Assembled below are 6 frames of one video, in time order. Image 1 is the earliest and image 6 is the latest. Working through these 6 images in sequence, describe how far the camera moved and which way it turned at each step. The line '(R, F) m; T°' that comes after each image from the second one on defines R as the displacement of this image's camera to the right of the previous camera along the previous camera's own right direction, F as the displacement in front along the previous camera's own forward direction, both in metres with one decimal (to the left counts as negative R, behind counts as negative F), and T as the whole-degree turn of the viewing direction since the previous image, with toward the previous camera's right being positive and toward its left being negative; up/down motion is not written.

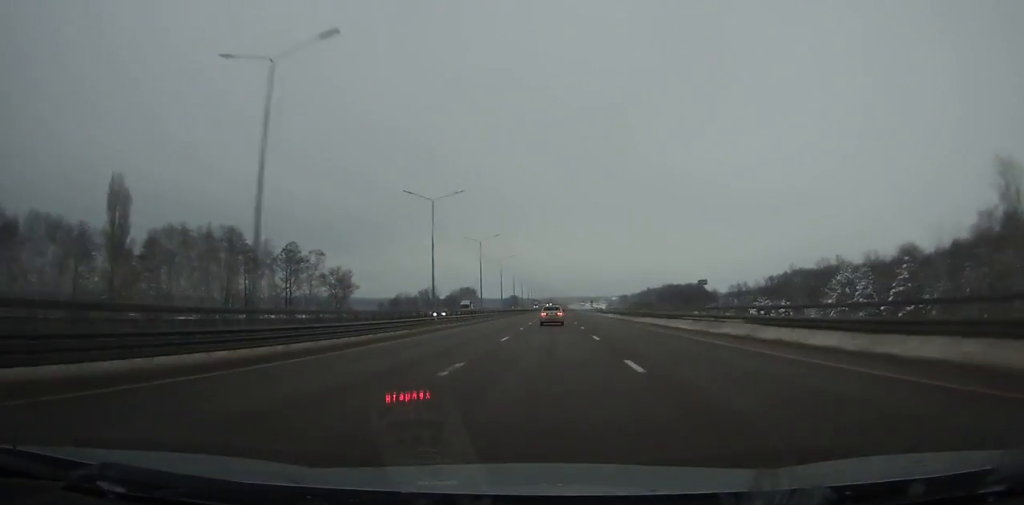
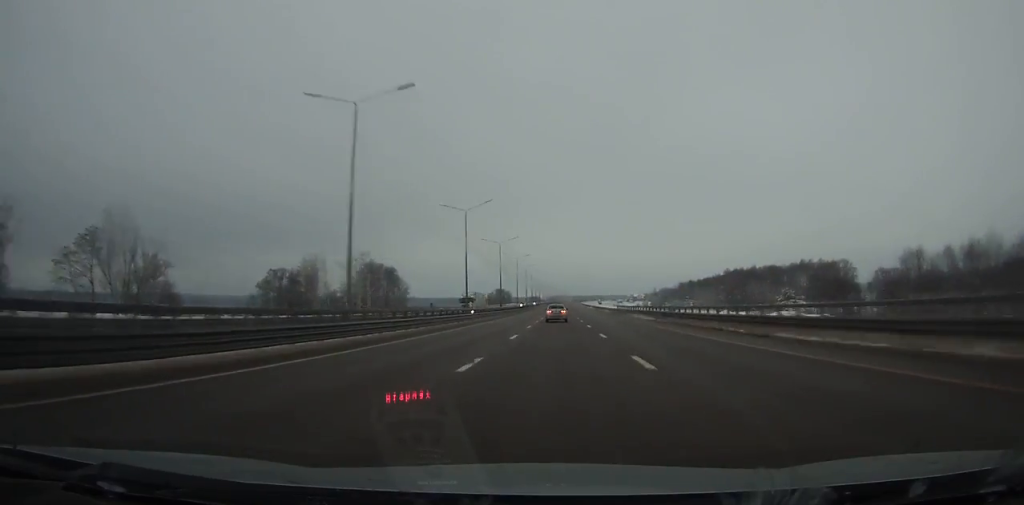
(-1.0, +195.8) m; 0°
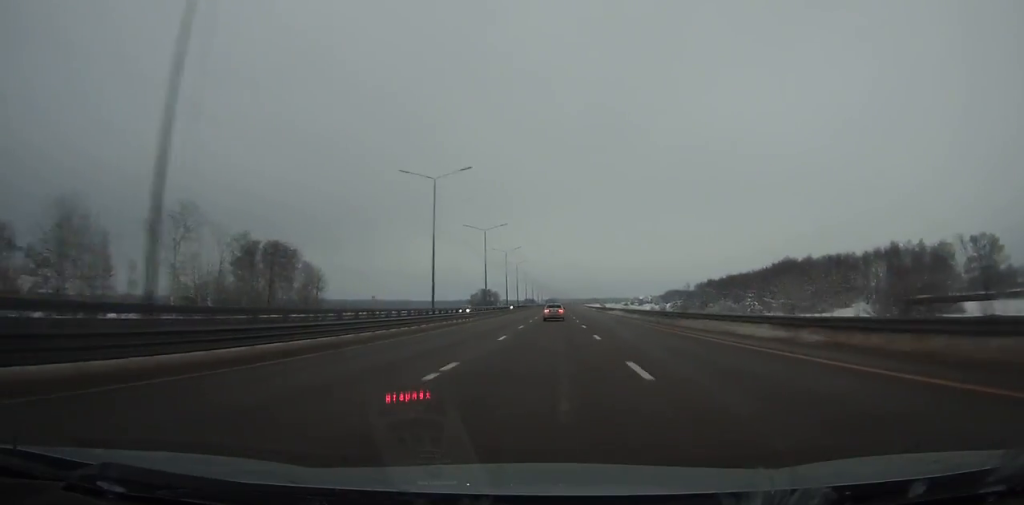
(+0.1, +69.8) m; 0°
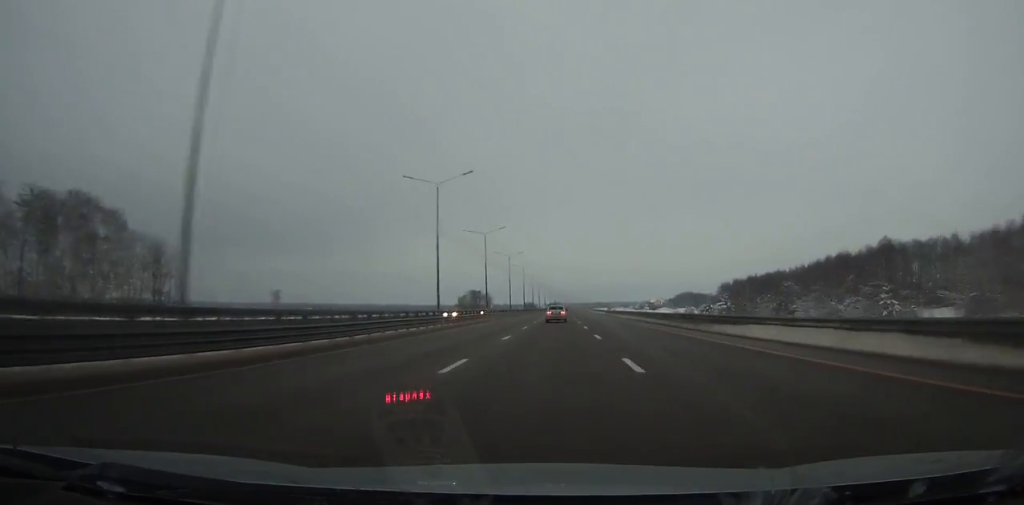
(+0.1, +57.8) m; 0°
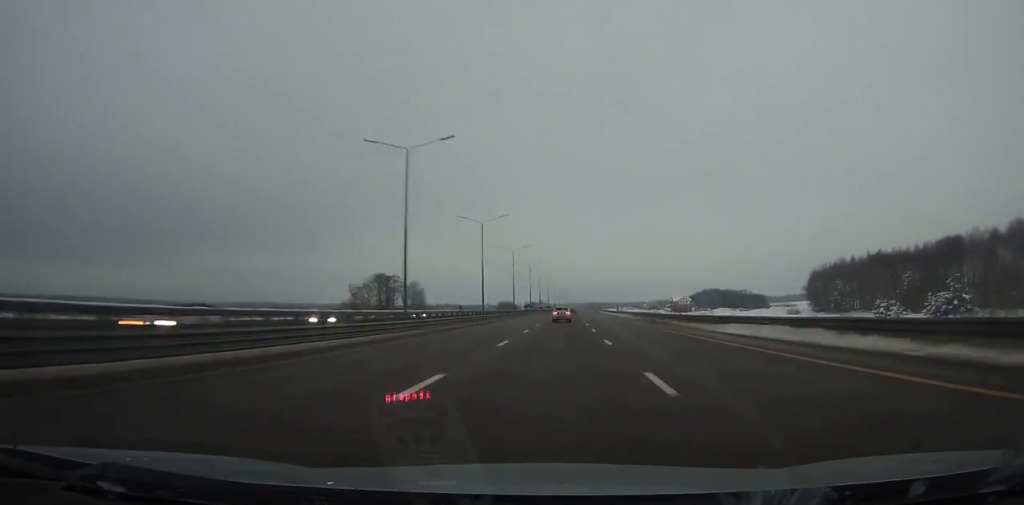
(+1.2, +152.9) m; +2°
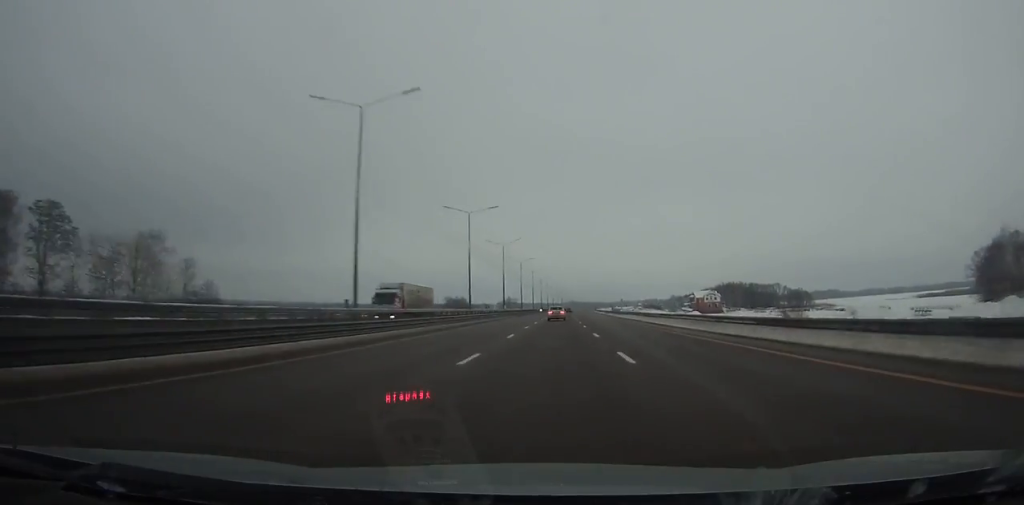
(+2.4, +124.1) m; +2°
